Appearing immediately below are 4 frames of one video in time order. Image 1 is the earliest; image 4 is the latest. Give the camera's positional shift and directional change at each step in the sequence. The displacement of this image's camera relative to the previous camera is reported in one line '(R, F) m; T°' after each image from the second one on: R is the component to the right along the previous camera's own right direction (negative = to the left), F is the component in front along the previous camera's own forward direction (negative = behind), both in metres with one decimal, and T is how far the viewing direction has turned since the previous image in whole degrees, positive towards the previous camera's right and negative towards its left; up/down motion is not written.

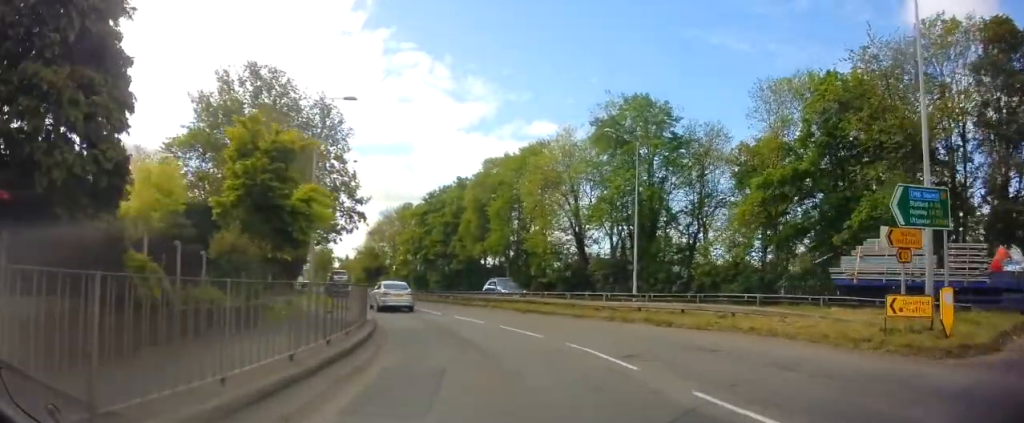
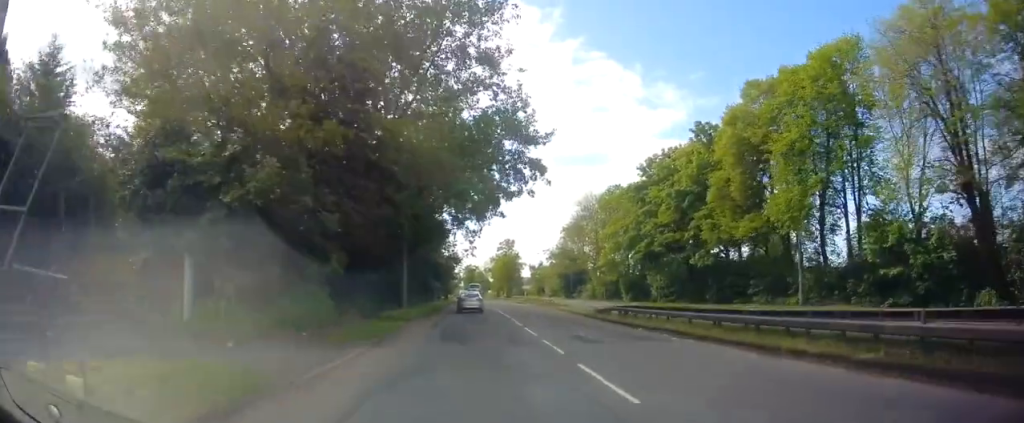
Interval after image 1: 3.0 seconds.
(-4.0, +30.9) m; -16°
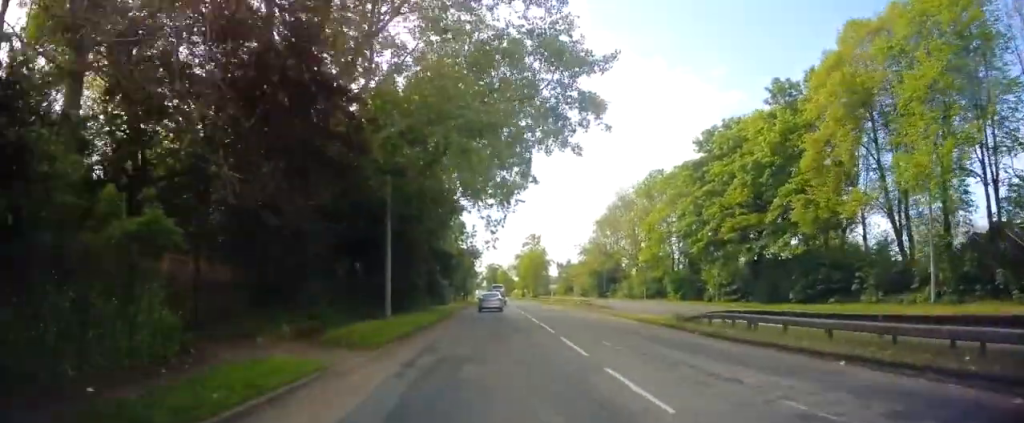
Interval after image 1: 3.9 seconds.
(-0.5, +11.6) m; -3°
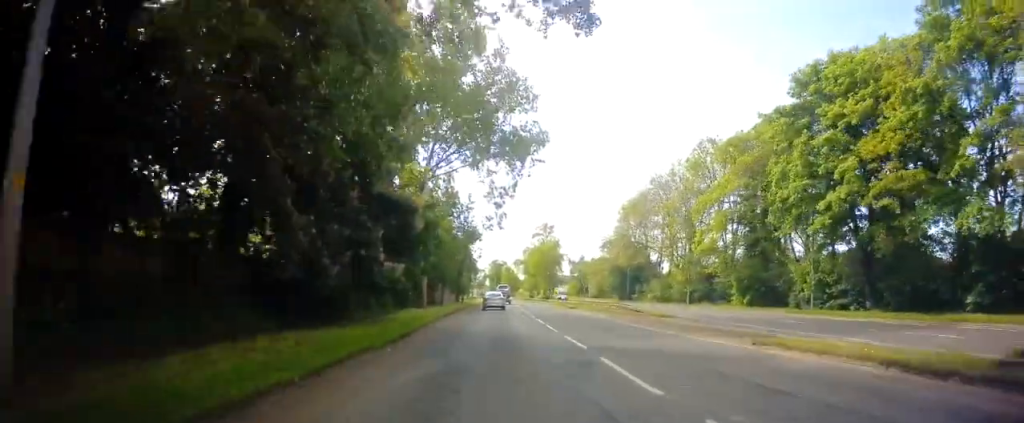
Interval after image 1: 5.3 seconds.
(-0.1, +18.2) m; -1°
